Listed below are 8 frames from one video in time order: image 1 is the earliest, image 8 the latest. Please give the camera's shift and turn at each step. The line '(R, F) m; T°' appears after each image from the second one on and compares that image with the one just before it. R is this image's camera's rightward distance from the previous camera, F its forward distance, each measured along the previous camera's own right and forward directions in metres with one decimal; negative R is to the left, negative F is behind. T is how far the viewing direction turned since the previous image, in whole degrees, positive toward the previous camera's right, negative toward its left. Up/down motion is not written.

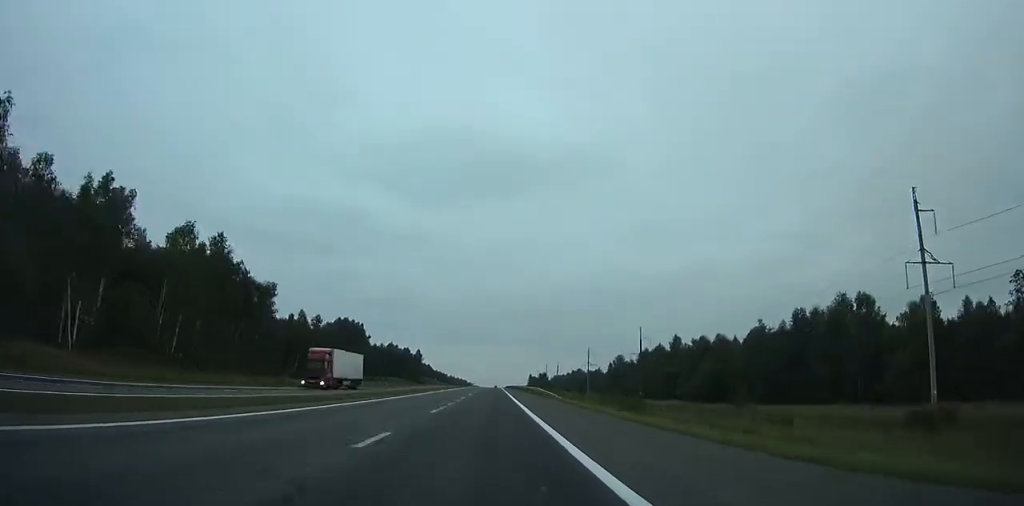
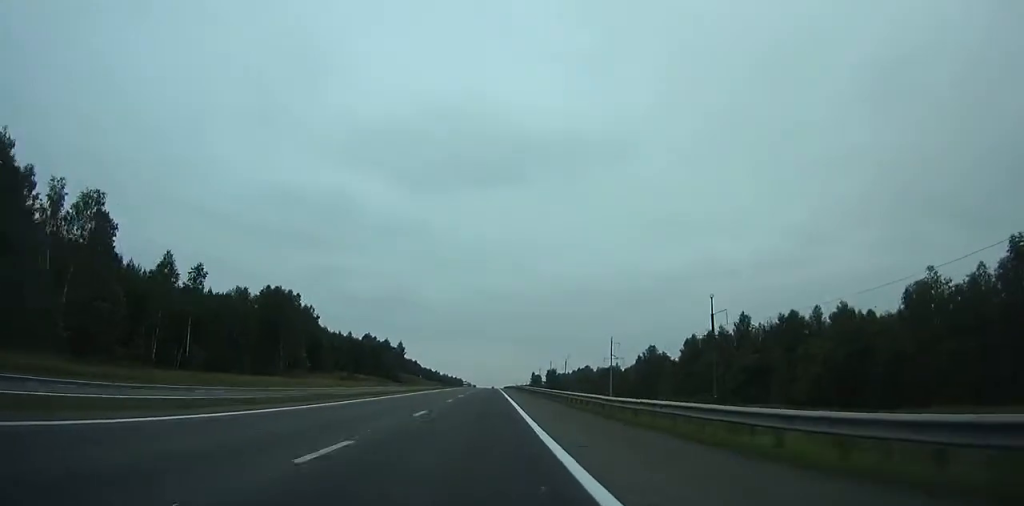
(+0.1, +61.3) m; 0°
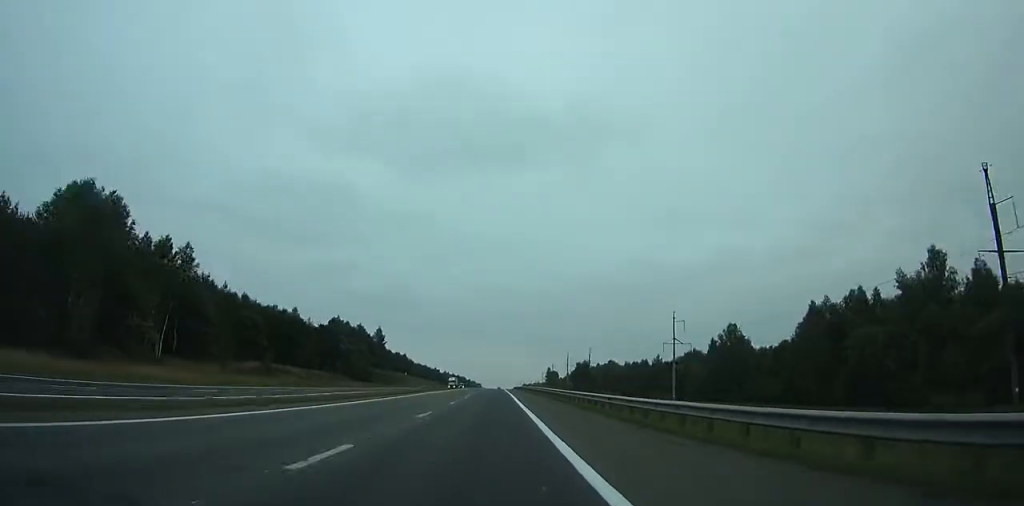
(+0.1, +73.2) m; 0°
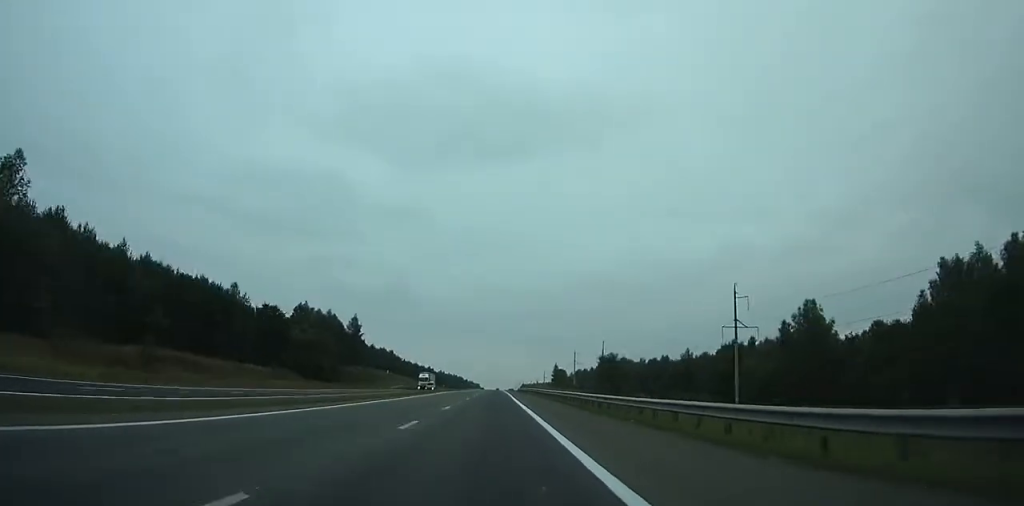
(-0.1, +40.3) m; 0°
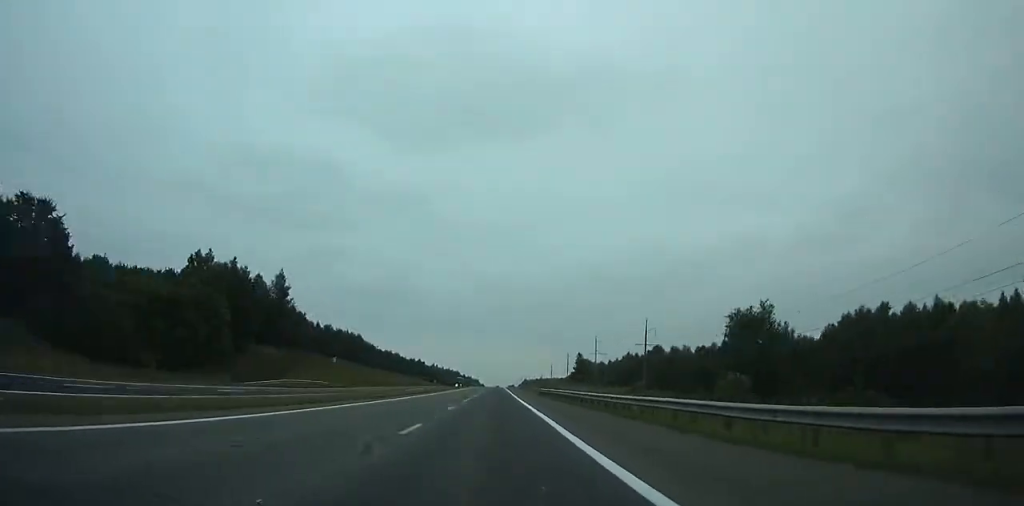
(0.0, +72.4) m; 0°
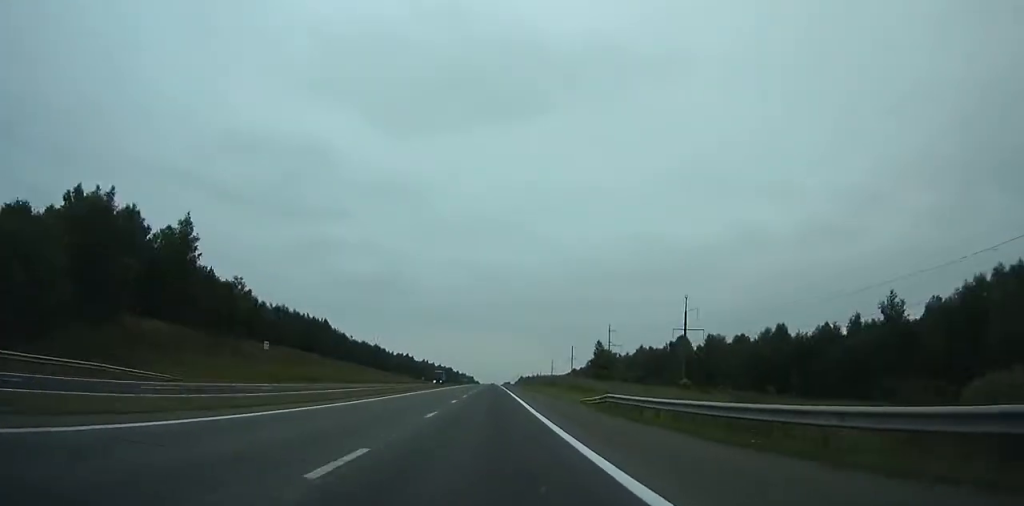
(0.0, +41.9) m; 0°
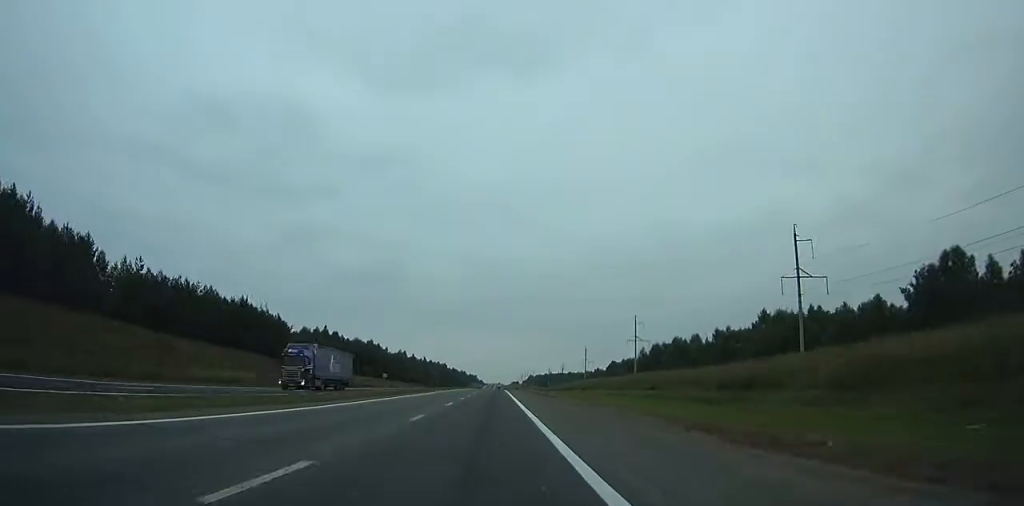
(+0.3, +143.8) m; 0°
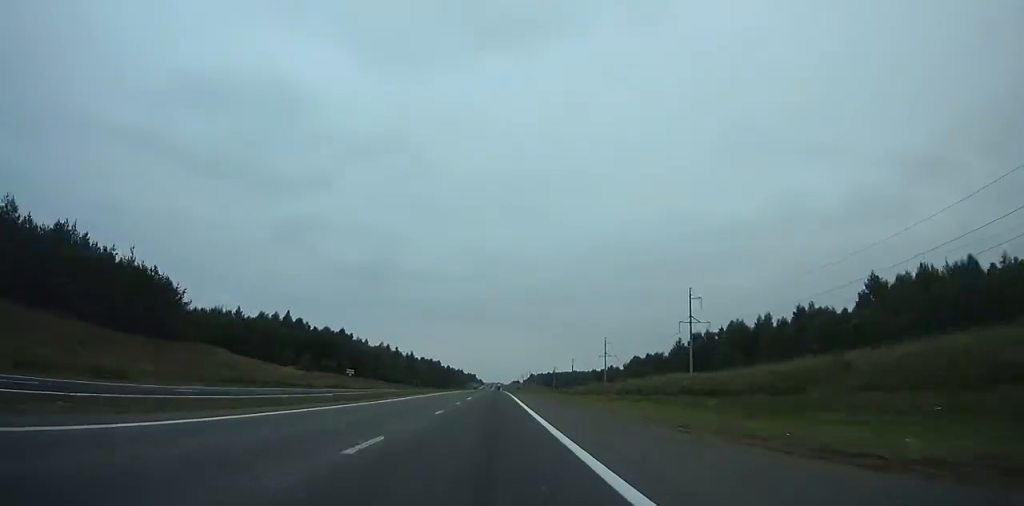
(-0.1, +54.2) m; 0°
